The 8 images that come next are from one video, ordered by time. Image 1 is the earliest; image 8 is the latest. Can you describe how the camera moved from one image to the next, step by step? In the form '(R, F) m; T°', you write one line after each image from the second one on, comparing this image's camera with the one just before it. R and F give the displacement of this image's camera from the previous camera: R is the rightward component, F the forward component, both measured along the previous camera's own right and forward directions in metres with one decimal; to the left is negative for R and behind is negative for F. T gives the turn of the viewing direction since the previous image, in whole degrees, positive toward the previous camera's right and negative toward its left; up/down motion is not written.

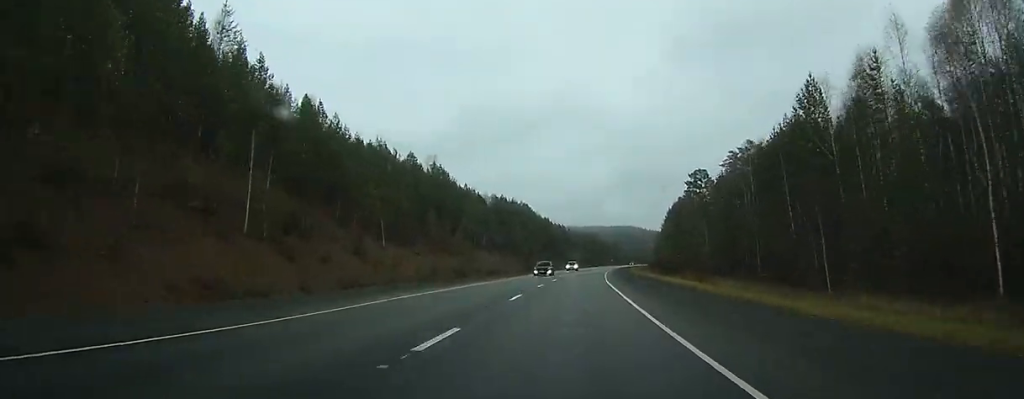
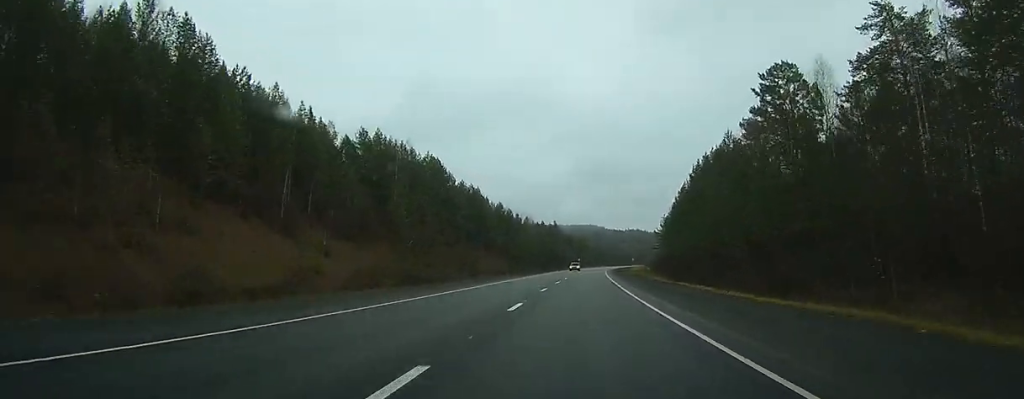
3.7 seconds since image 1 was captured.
(+2.0, +87.5) m; +4°
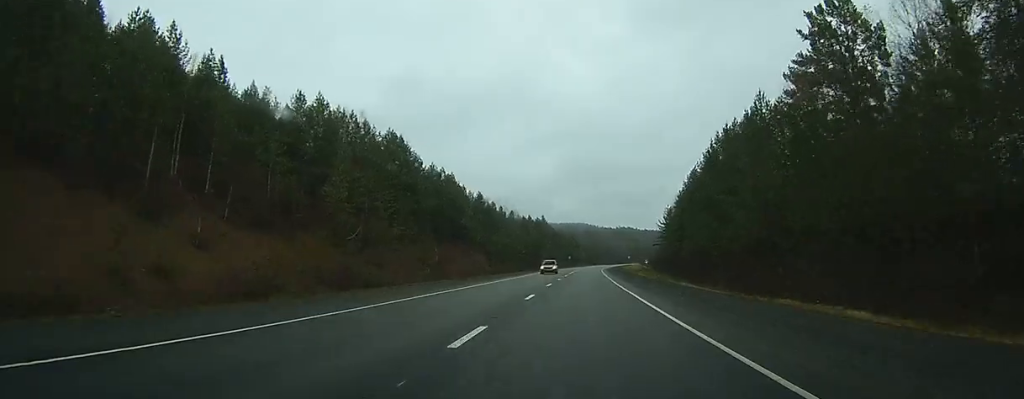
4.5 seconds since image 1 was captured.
(+0.6, +19.2) m; +1°
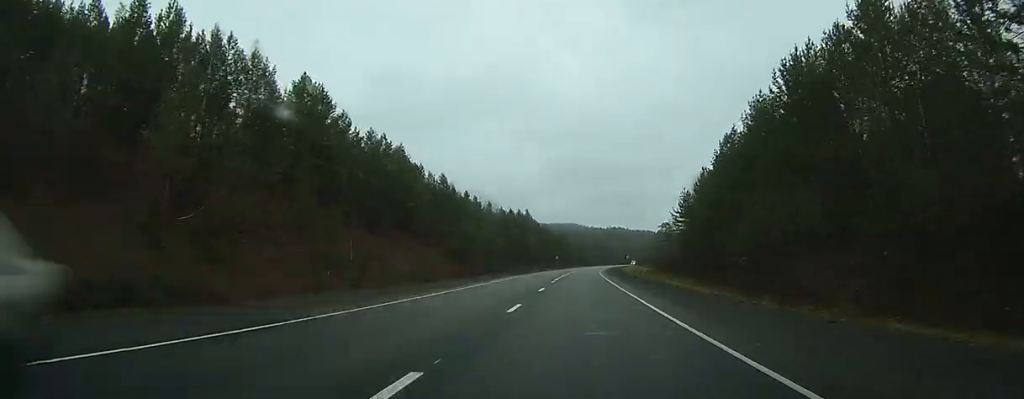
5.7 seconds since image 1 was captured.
(+0.4, +28.8) m; +2°
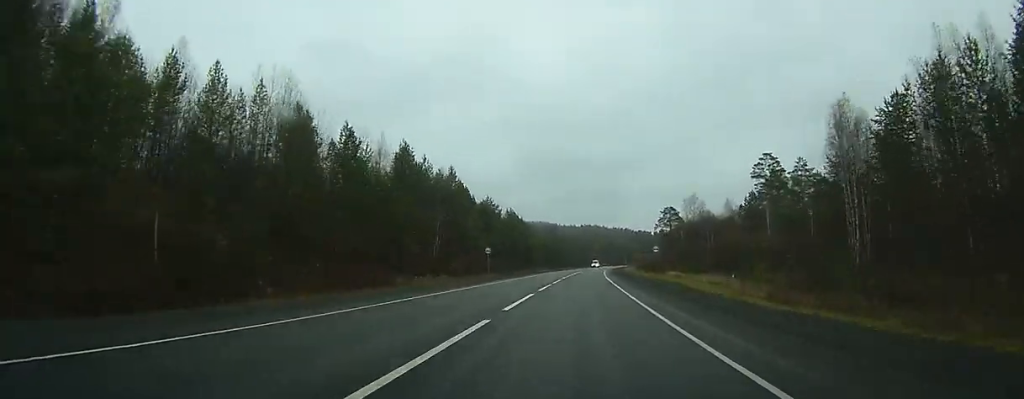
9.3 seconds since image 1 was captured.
(+2.7, +87.0) m; +3°
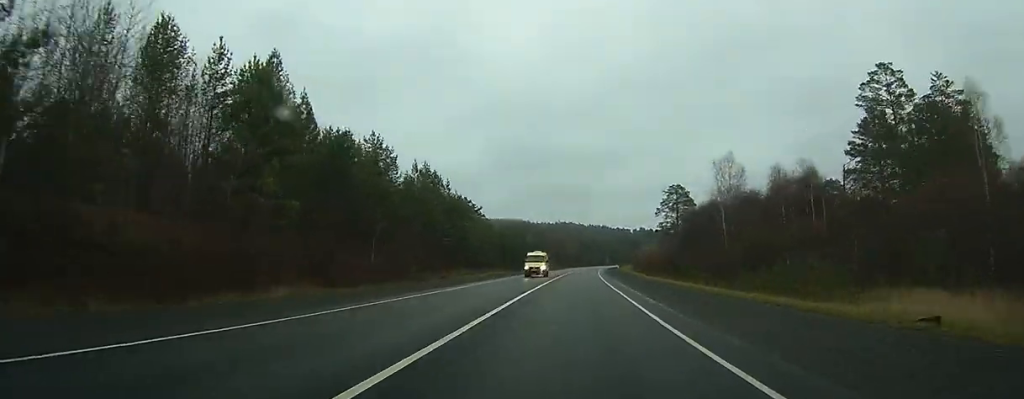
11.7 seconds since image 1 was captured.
(+0.8, +59.2) m; +2°
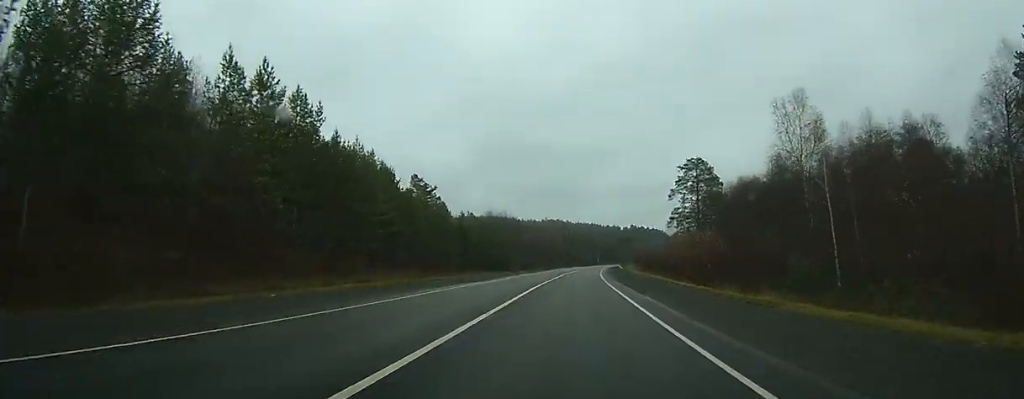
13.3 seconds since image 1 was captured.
(+0.4, +37.7) m; +1°
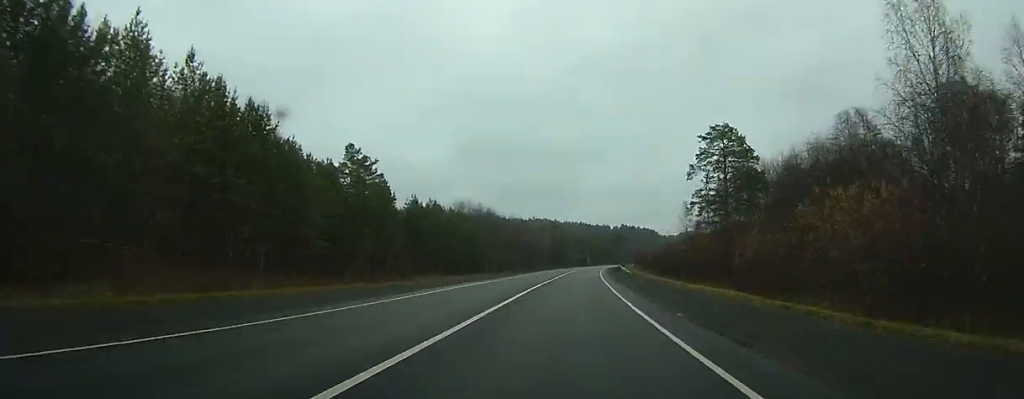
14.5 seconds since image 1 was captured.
(+0.3, +27.8) m; +1°
